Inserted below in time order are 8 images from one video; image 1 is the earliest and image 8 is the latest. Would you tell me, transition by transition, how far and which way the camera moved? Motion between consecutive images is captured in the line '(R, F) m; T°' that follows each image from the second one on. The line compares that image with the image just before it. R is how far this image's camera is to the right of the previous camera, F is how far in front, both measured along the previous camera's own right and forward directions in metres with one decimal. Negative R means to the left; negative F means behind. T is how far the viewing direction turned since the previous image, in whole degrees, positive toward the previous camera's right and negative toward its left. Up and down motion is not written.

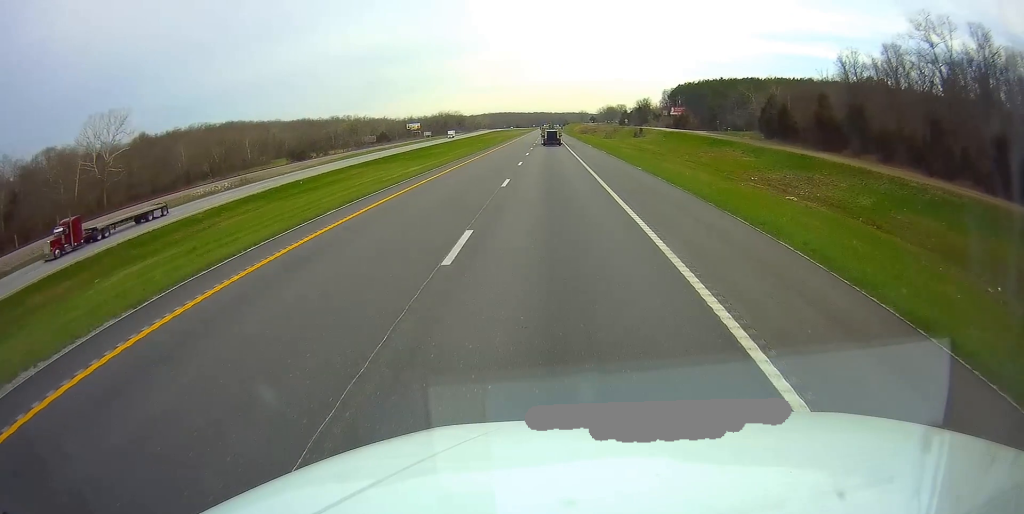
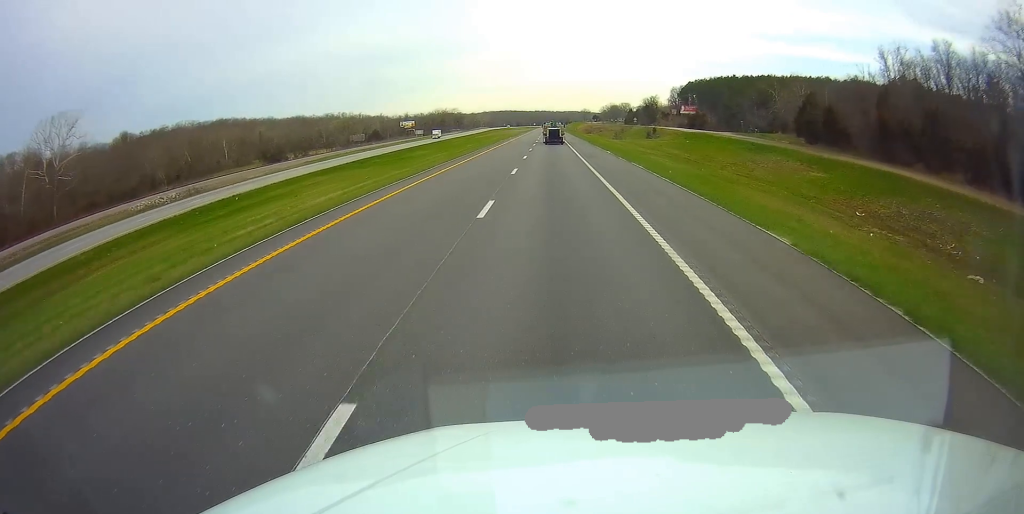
(-0.2, +19.8) m; 0°
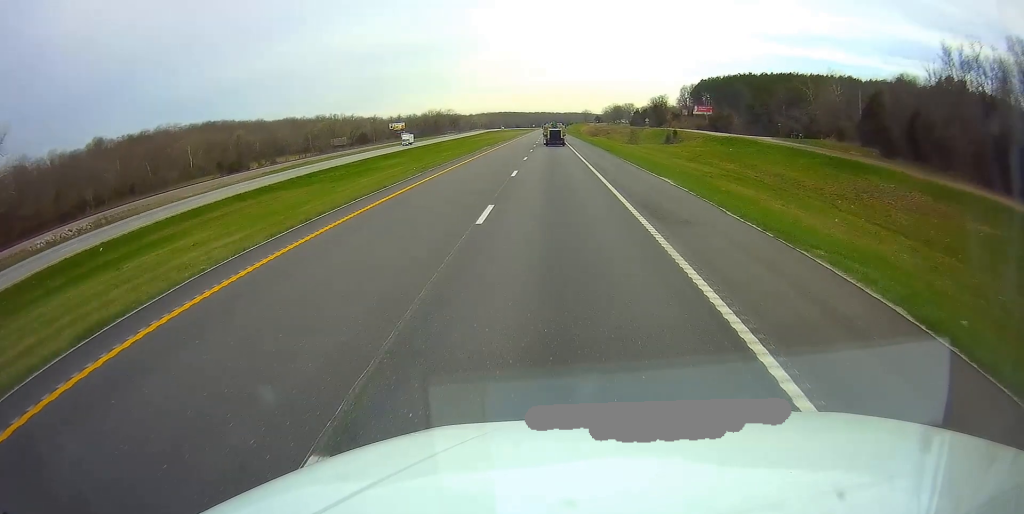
(+0.2, +24.8) m; 0°
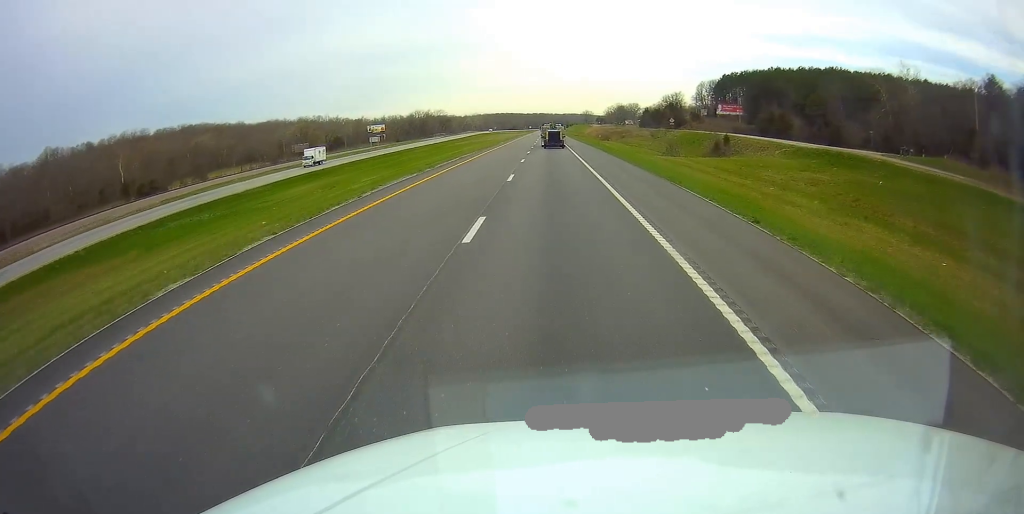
(+0.2, +38.2) m; 0°
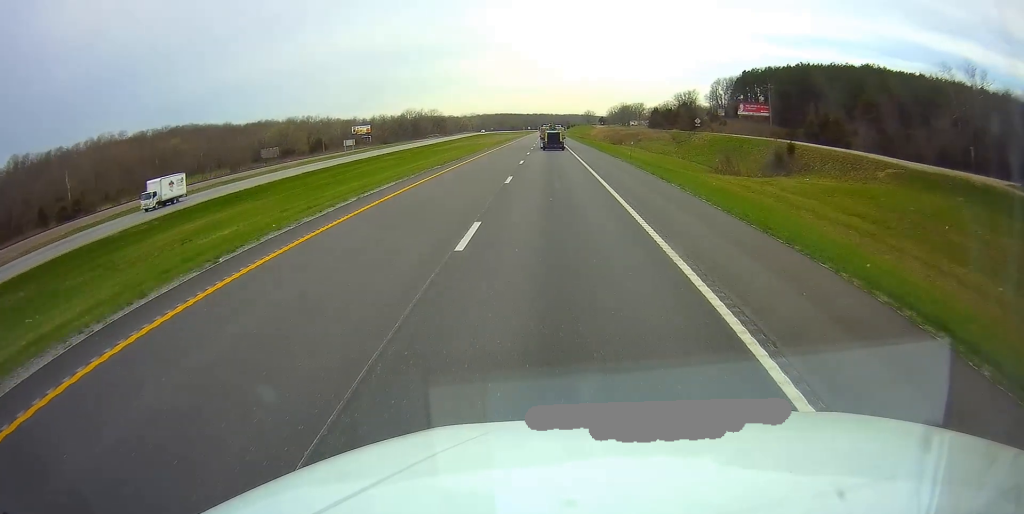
(-0.3, +24.9) m; 0°
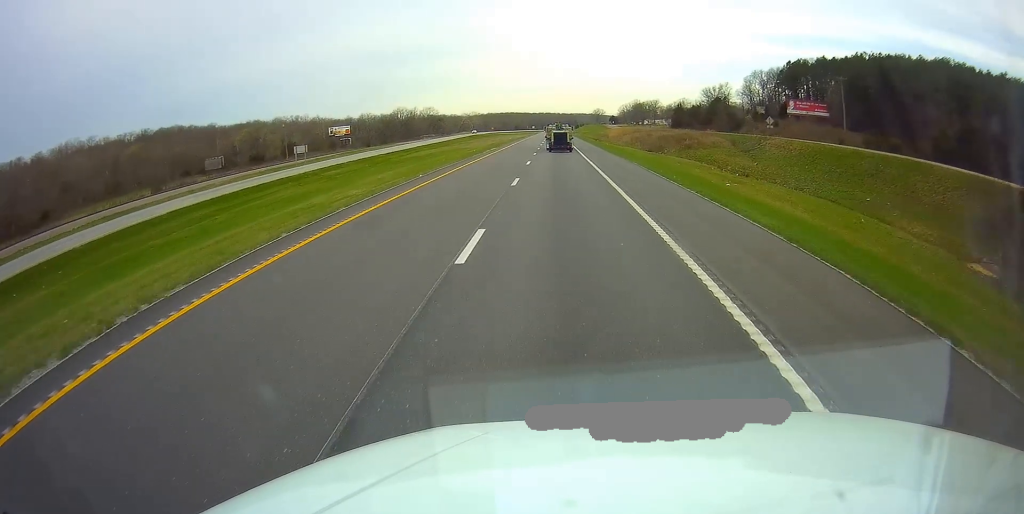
(+0.1, +37.2) m; 0°
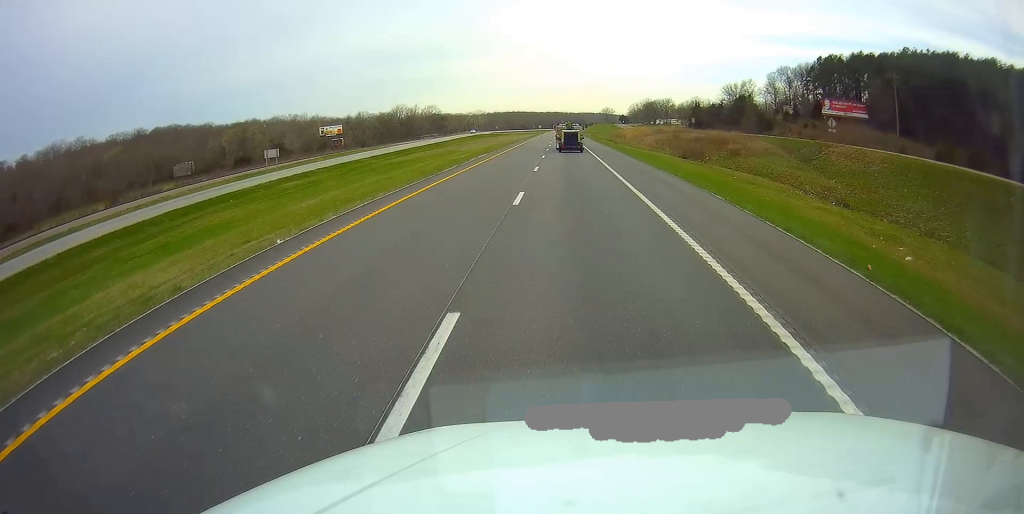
(-0.1, +17.6) m; 0°
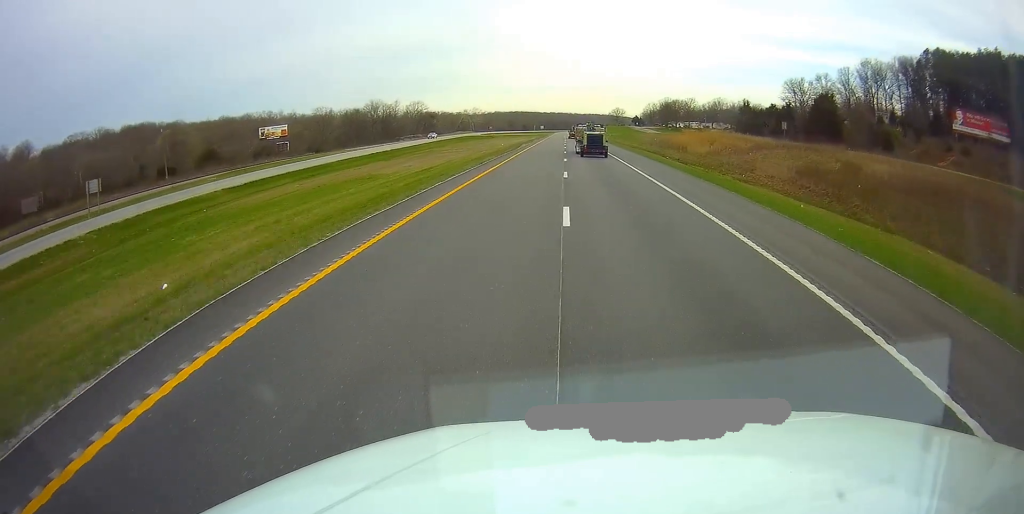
(-0.2, +51.6) m; 0°
